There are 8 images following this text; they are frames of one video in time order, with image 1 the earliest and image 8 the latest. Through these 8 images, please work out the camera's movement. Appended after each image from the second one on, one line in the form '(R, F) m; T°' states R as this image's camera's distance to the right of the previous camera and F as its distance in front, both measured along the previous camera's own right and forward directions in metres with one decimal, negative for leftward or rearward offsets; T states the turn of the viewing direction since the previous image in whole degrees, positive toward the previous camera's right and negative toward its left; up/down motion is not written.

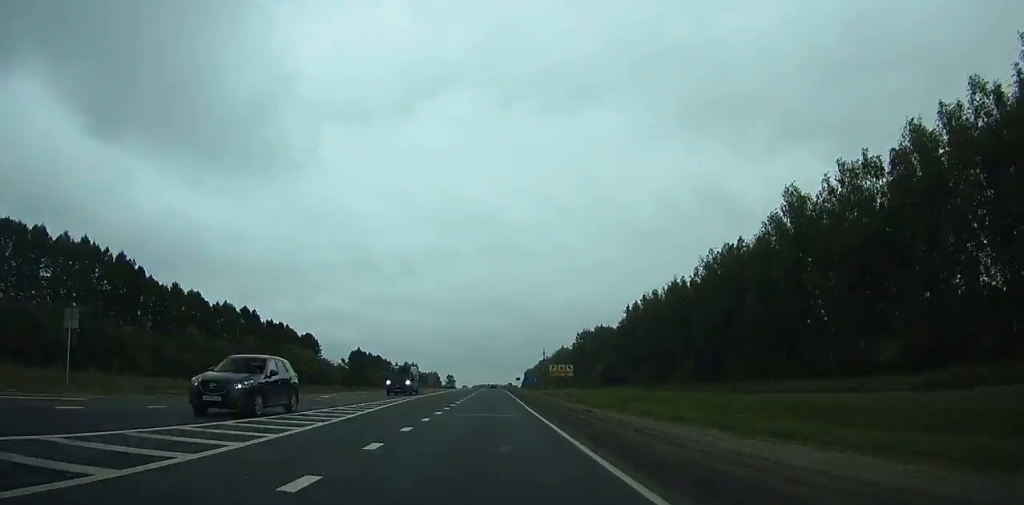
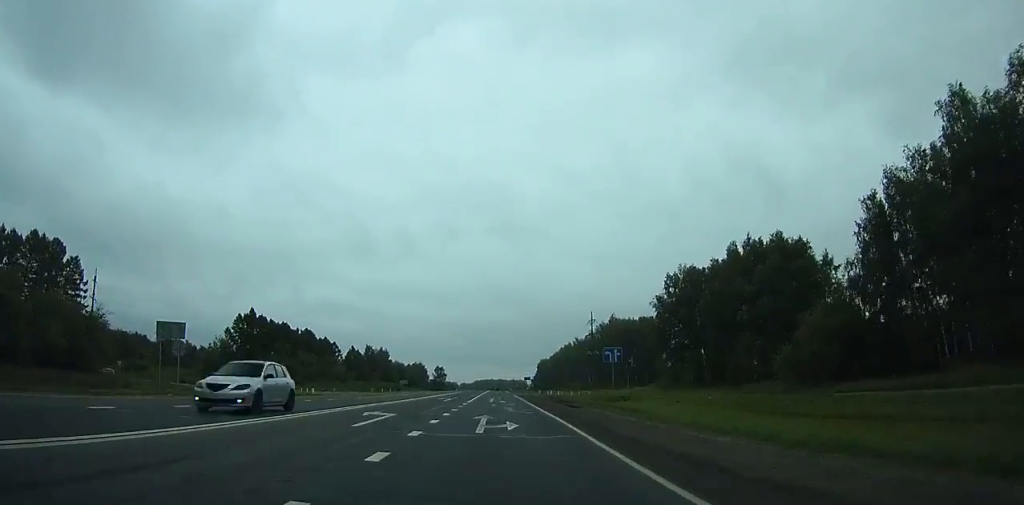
(-0.6, +138.6) m; 0°
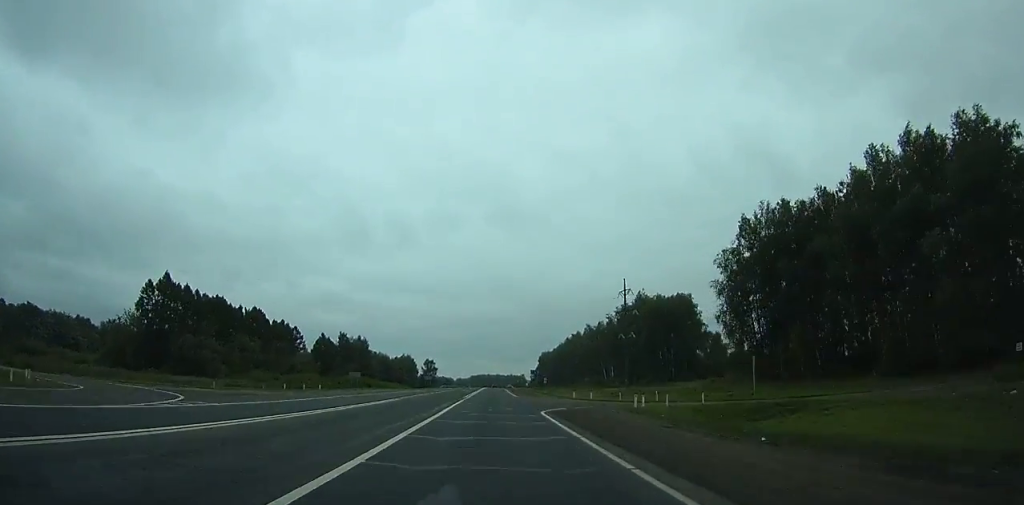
(0.0, +44.9) m; 0°
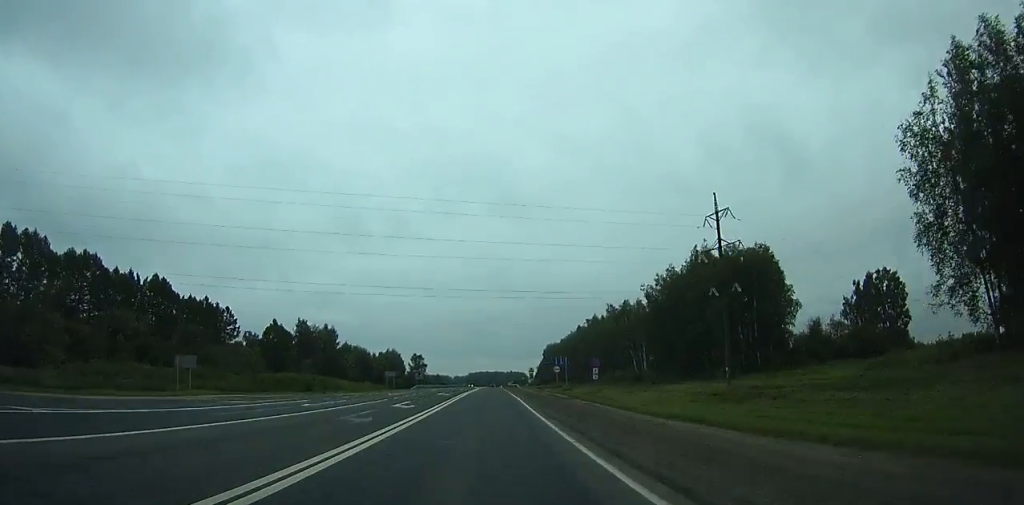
(+0.1, +50.3) m; 0°
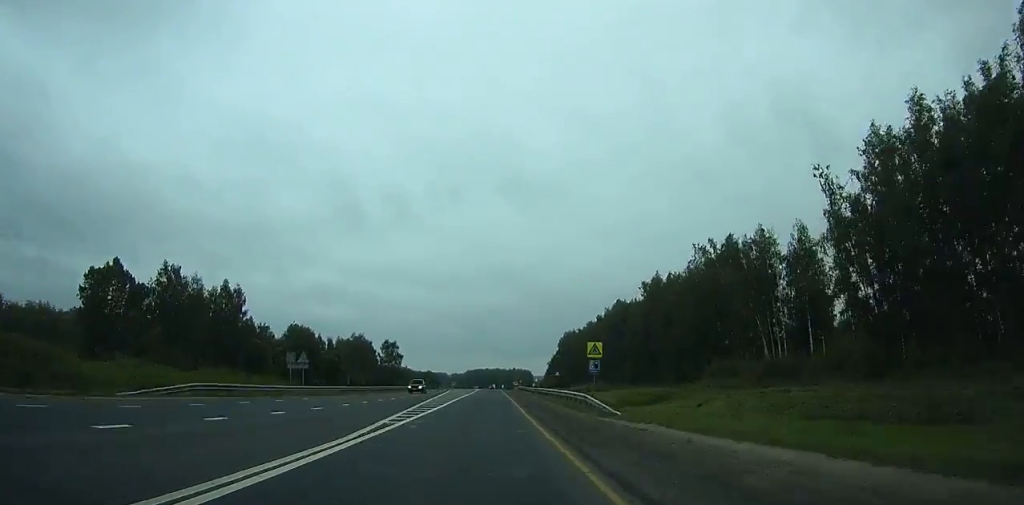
(-0.1, +83.8) m; 0°
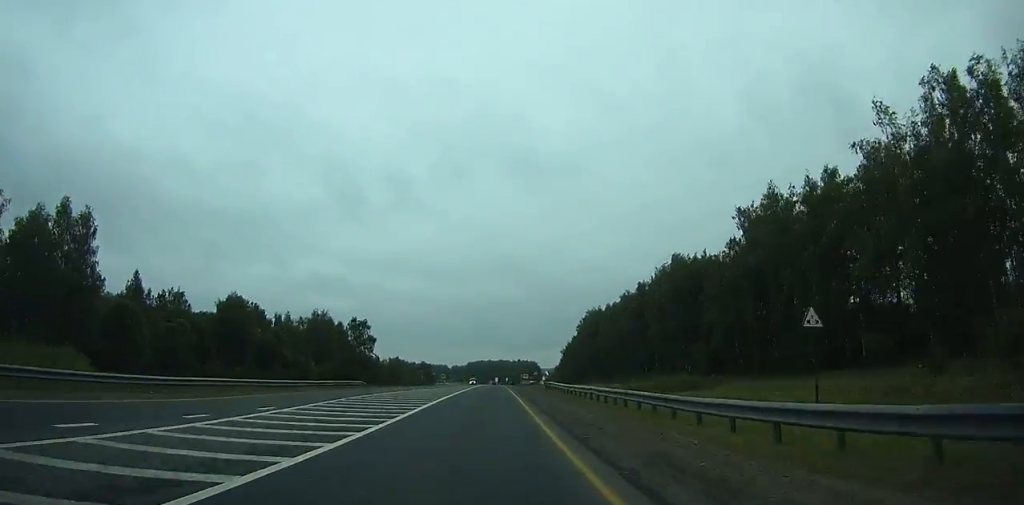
(-0.1, +58.8) m; 0°
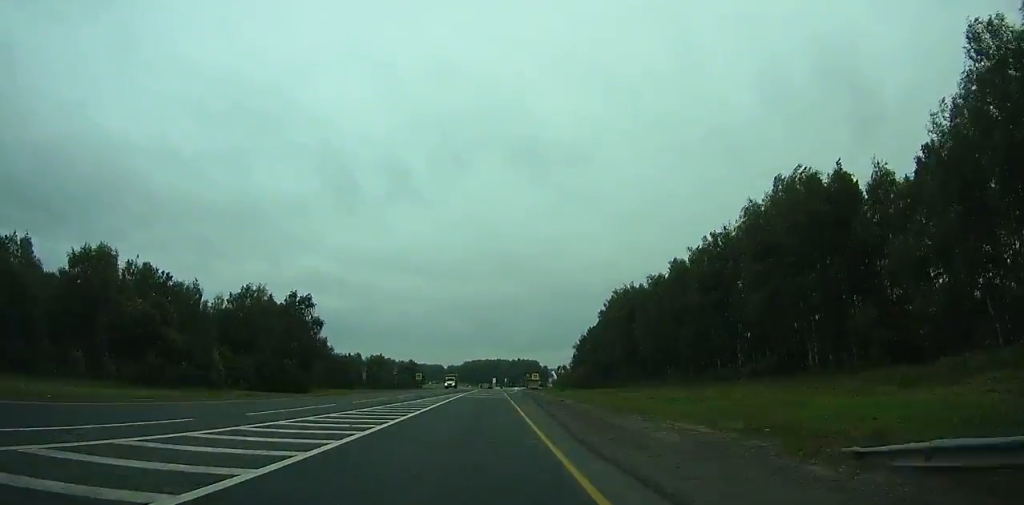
(0.0, +51.4) m; 0°
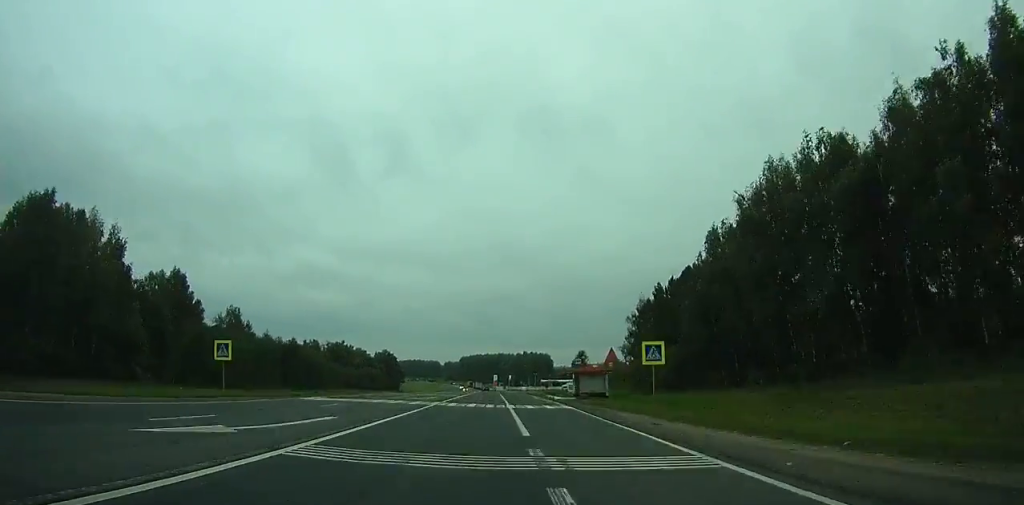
(+0.1, +95.1) m; 0°
